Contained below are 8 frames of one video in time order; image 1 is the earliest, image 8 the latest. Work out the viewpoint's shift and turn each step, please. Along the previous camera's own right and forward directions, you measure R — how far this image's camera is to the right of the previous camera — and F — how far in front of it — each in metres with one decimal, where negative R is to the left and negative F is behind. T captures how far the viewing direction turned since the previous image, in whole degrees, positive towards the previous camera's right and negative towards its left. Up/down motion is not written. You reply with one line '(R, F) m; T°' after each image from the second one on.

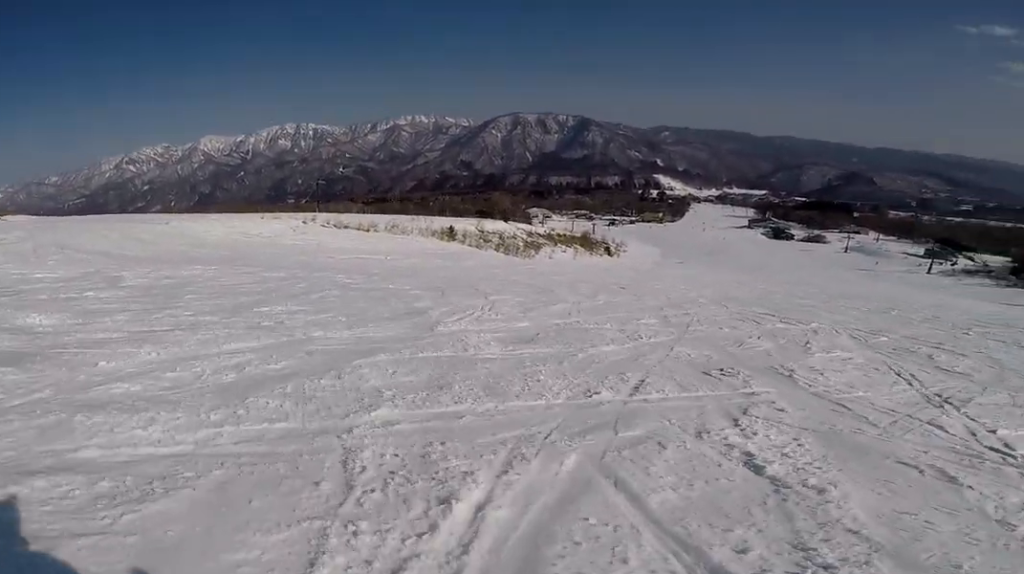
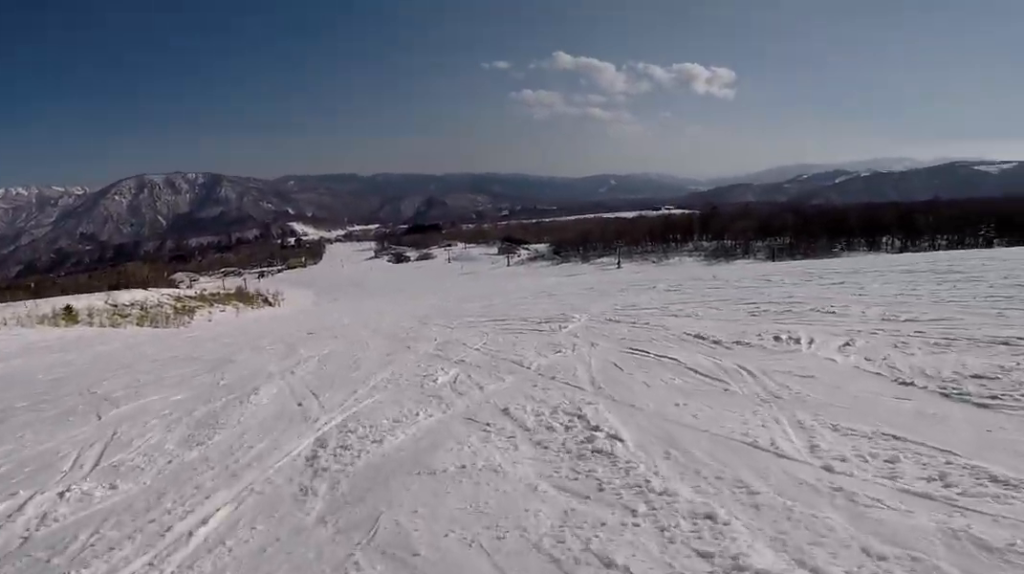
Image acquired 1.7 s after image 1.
(+2.6, +9.5) m; +44°
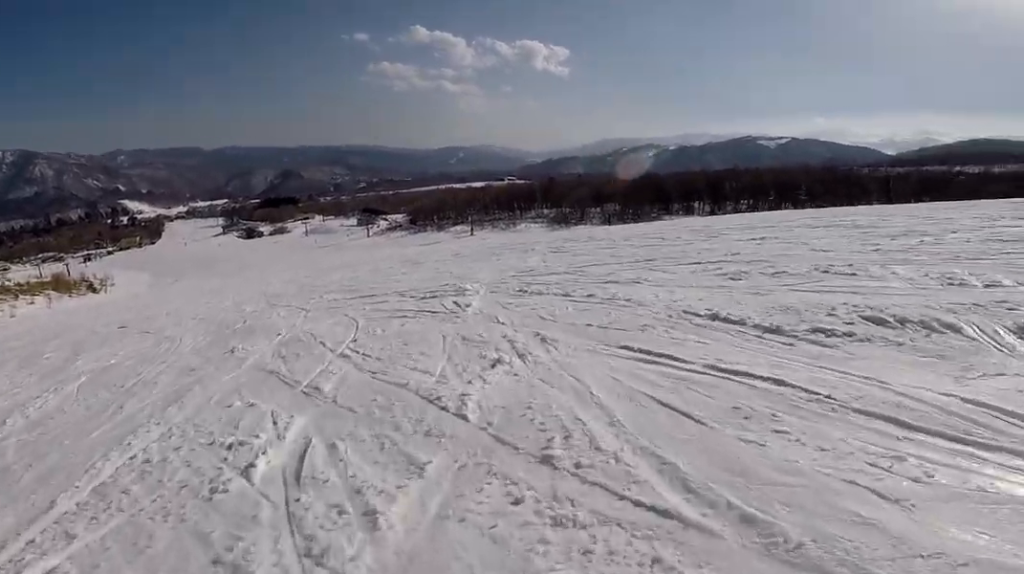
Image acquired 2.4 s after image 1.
(+1.6, +4.1) m; +16°
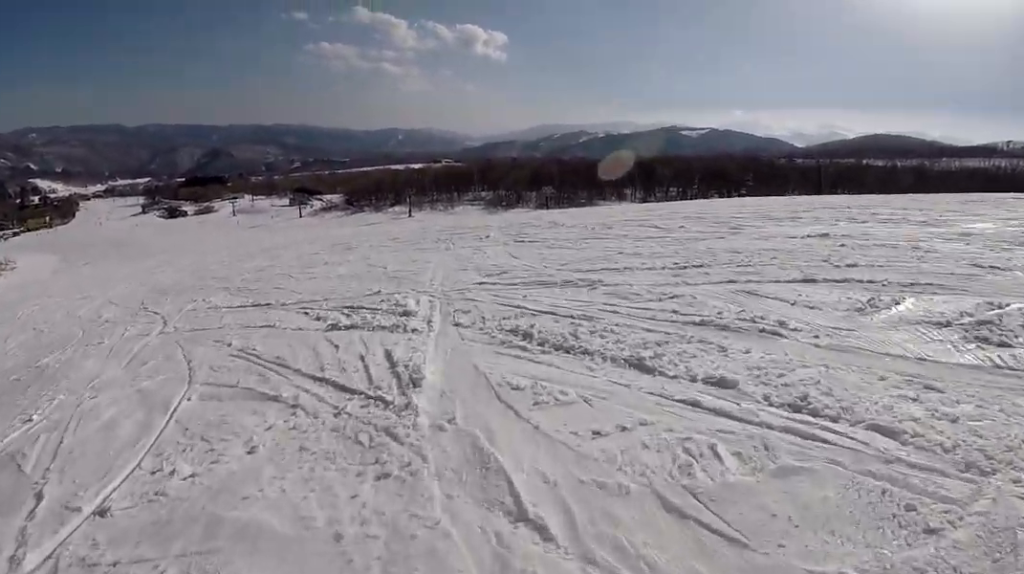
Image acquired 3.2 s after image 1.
(+0.4, +5.3) m; +5°
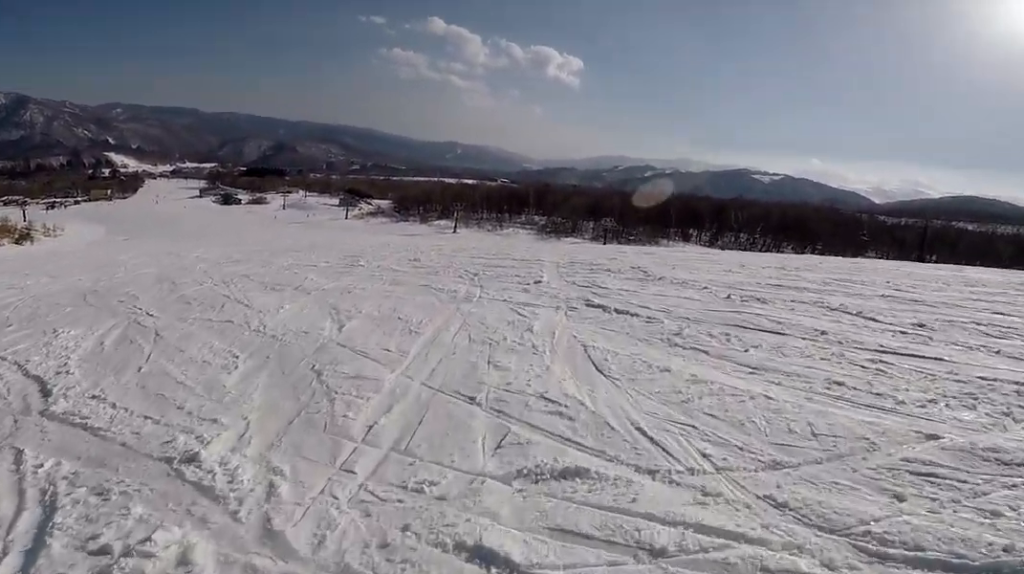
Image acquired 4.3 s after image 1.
(0.0, +7.6) m; -7°
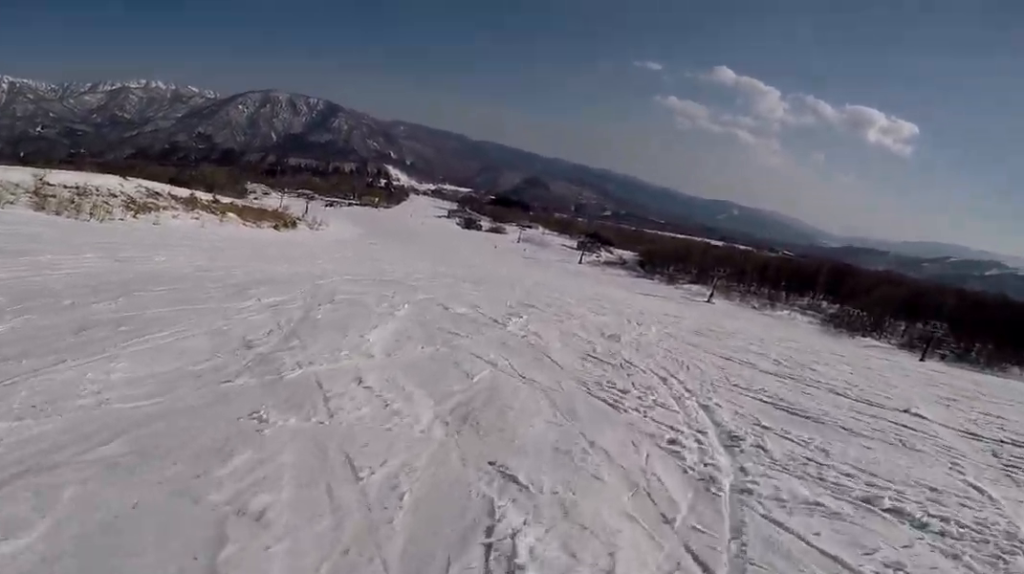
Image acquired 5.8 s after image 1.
(-2.1, +9.3) m; -34°
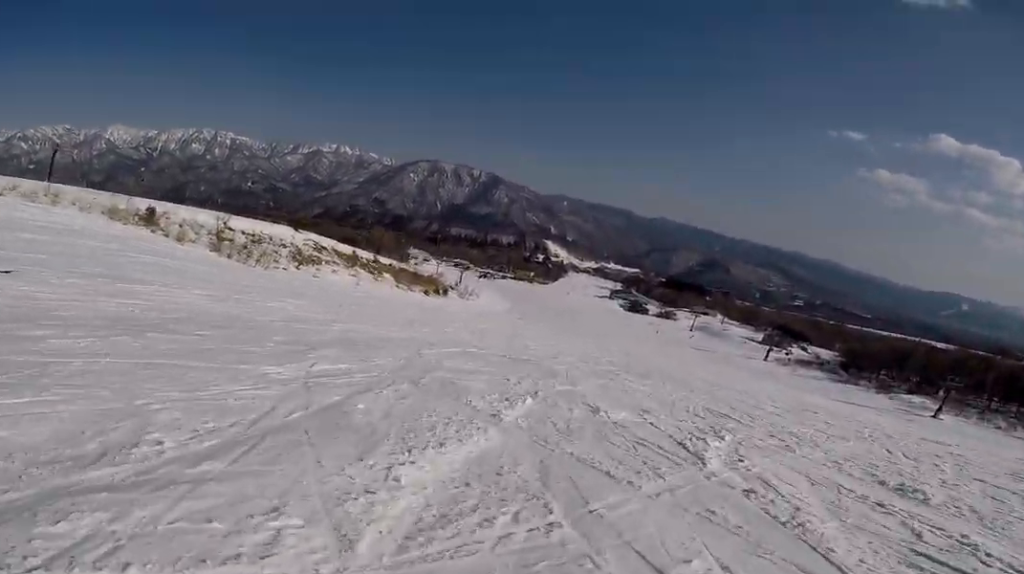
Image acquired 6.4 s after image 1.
(-1.1, +4.3) m; -14°
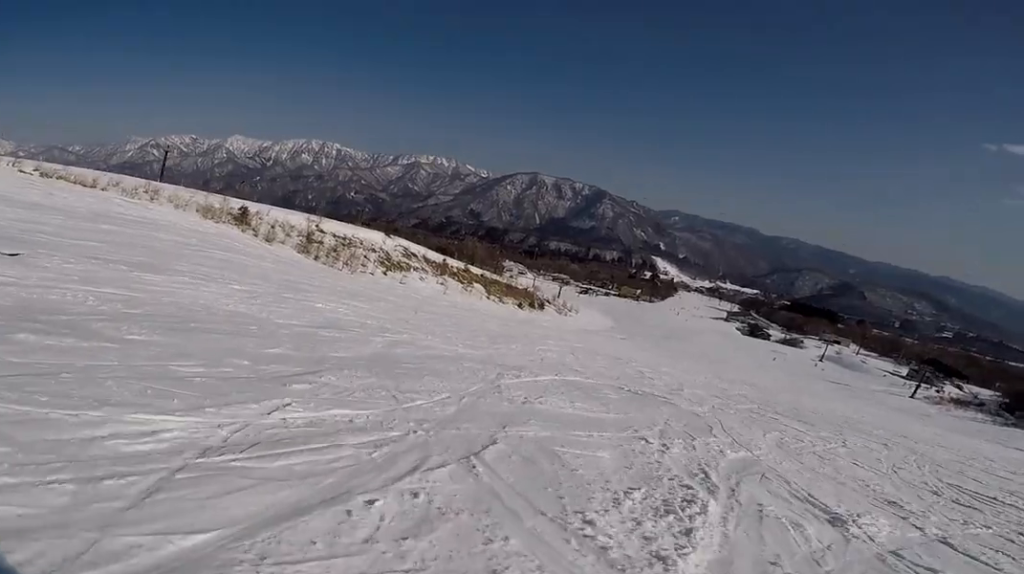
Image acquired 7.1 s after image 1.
(-0.3, +4.2) m; -6°
